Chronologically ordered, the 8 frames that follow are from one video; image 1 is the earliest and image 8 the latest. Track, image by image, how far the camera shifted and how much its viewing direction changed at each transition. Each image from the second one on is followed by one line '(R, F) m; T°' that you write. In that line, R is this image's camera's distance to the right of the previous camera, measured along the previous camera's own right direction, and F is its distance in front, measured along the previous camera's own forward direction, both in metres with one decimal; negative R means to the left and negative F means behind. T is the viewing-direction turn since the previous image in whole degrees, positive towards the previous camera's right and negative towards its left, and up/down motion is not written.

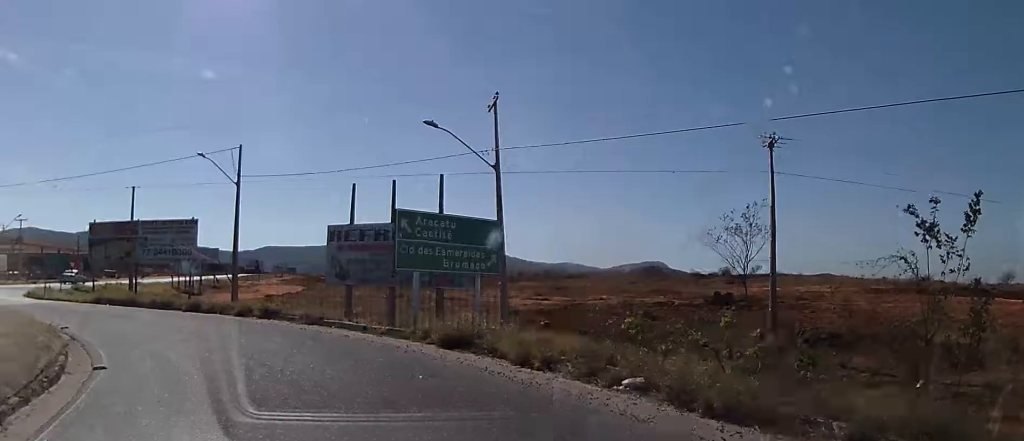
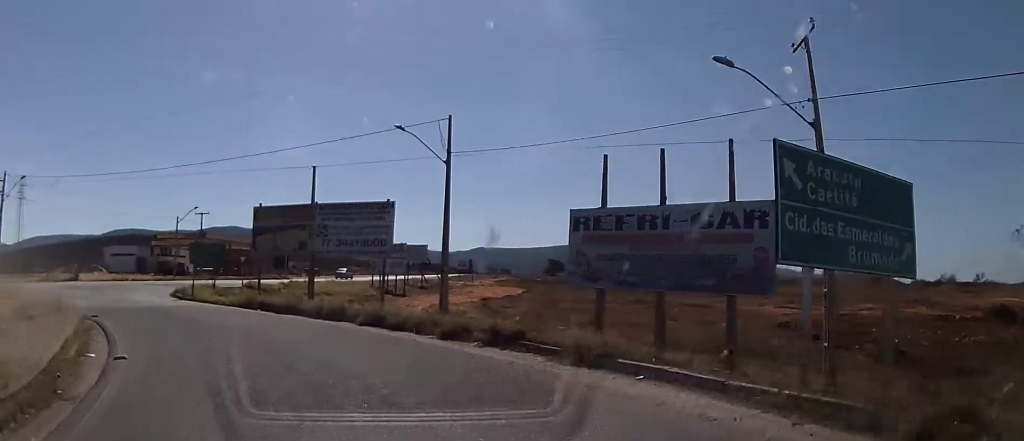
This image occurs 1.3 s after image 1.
(-0.9, +8.4) m; -14°
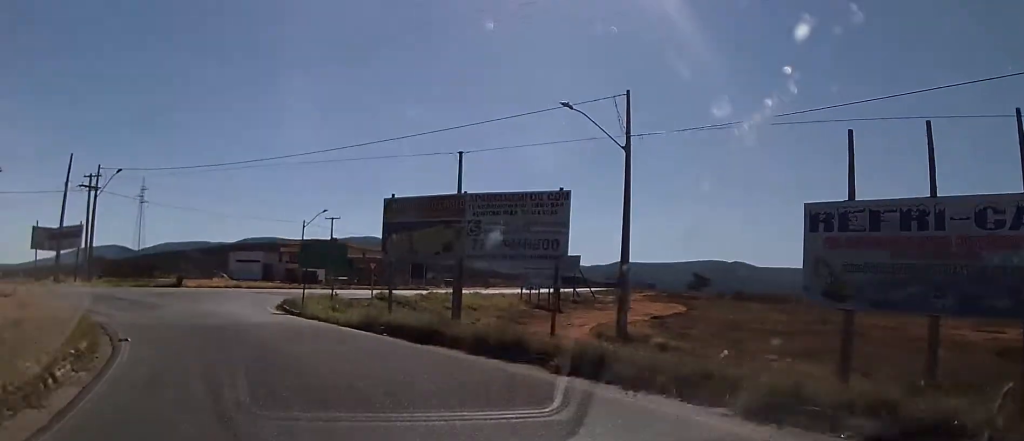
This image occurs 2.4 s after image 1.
(-0.9, +6.6) m; -14°
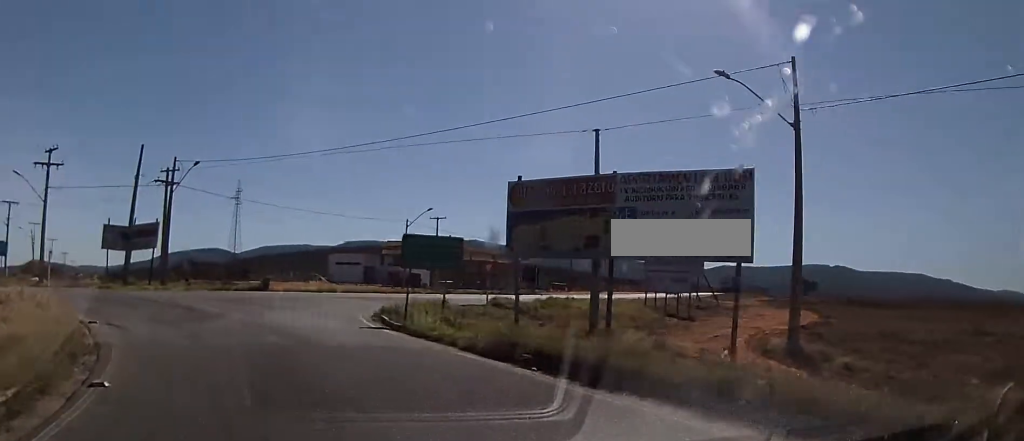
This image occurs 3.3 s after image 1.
(-0.4, +5.1) m; -13°
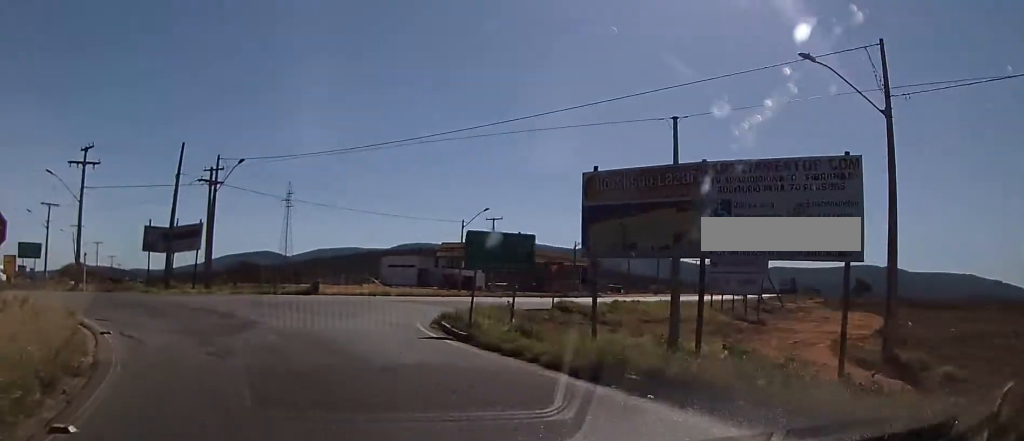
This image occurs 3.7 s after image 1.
(-0.1, +2.2) m; -5°
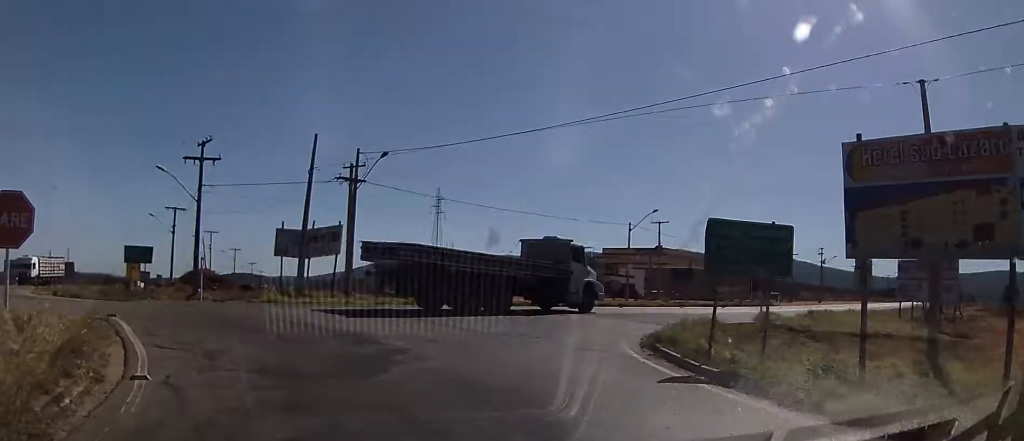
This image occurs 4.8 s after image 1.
(-0.7, +5.6) m; -6°
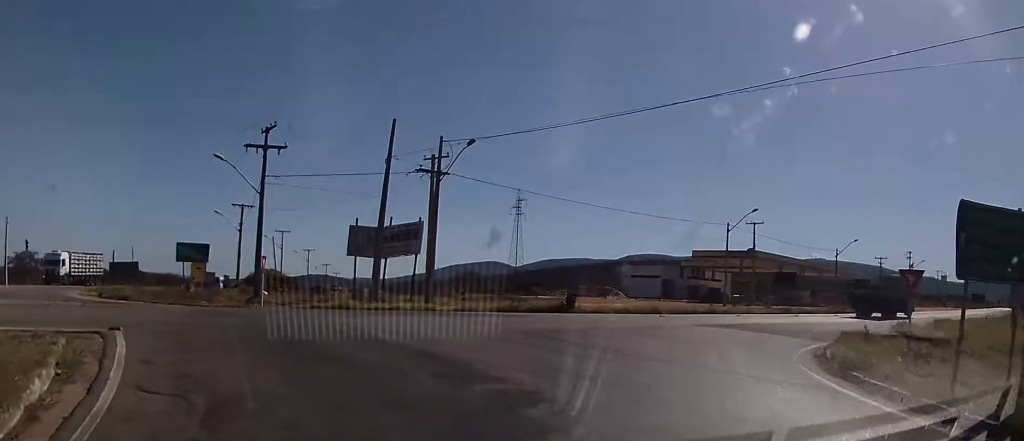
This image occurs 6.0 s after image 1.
(0.0, +4.7) m; -9°
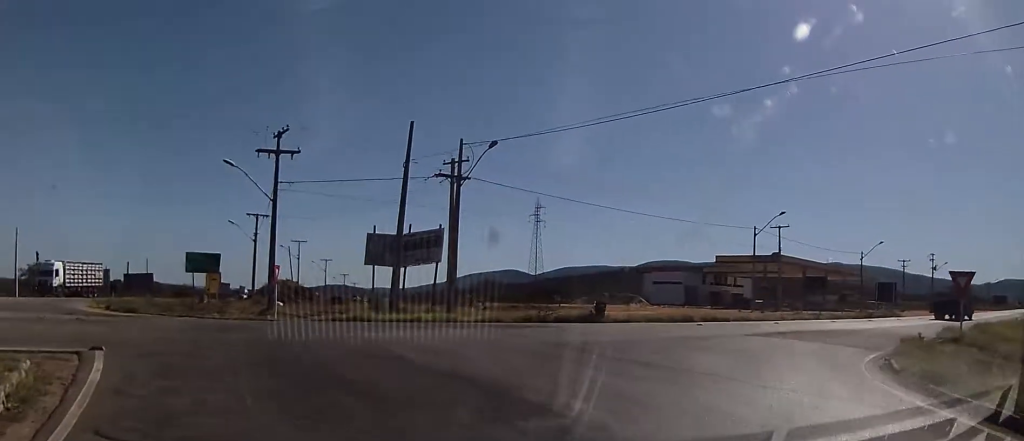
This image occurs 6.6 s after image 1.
(-0.1, +1.8) m; -8°
